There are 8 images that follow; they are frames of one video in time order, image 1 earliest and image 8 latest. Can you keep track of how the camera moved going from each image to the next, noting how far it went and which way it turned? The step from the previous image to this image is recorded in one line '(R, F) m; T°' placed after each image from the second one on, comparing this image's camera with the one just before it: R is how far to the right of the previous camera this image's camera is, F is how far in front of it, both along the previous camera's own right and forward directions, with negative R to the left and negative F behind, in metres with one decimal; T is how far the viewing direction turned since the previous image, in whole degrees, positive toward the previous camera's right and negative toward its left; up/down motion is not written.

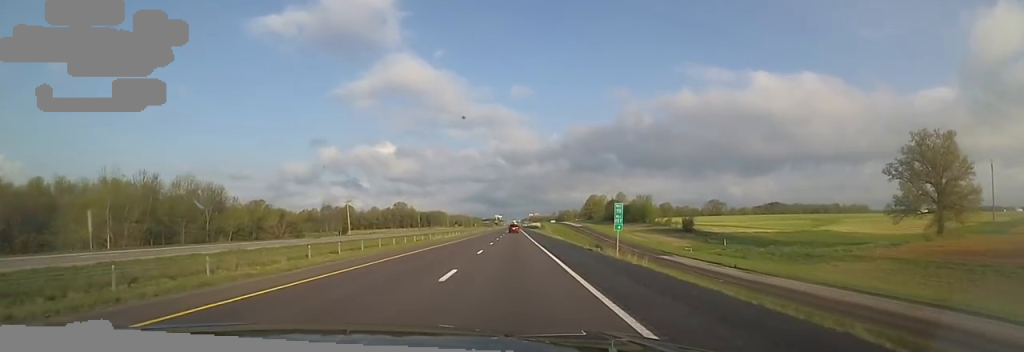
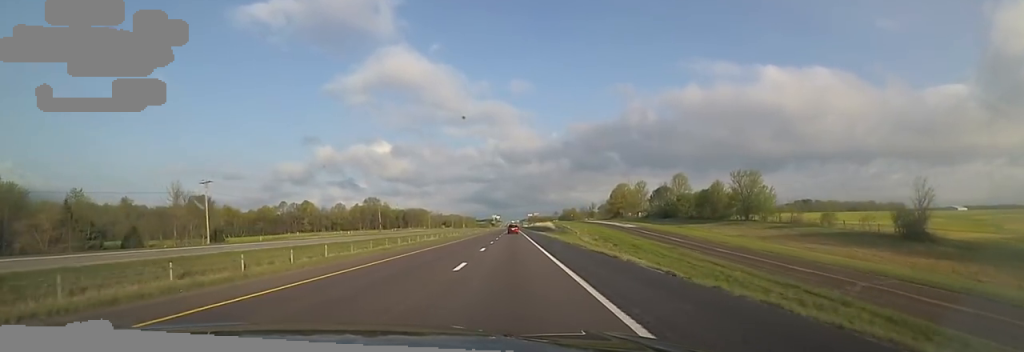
(-0.7, +69.5) m; 0°
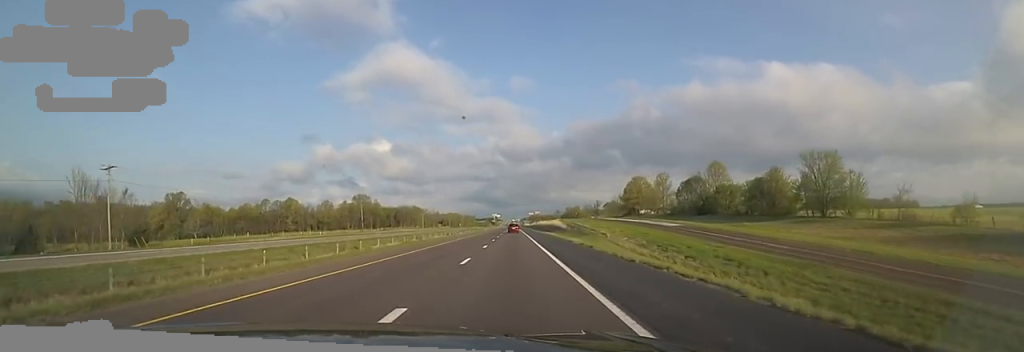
(+0.2, +22.1) m; 0°
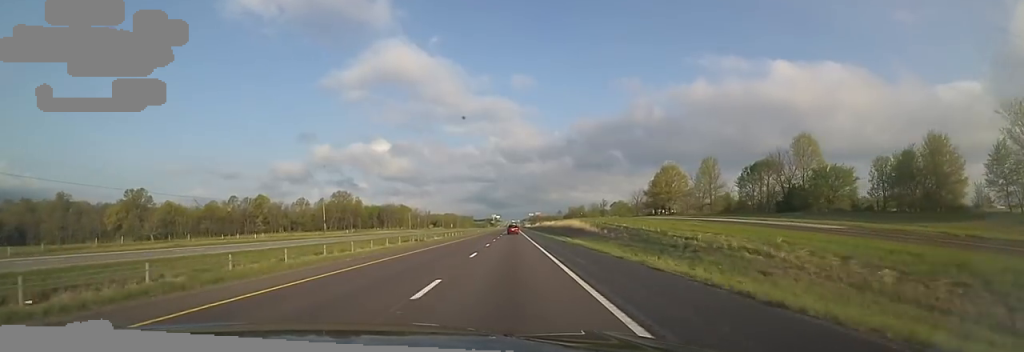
(-0.5, +32.1) m; 0°
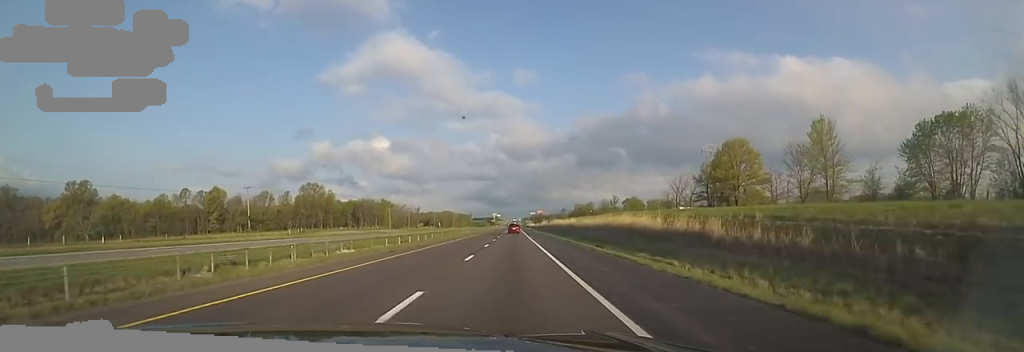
(+0.7, +39.1) m; 0°
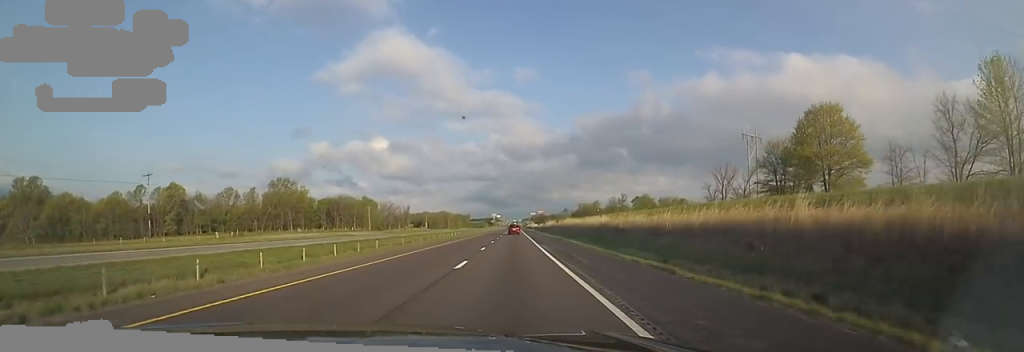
(-0.1, +27.8) m; -1°
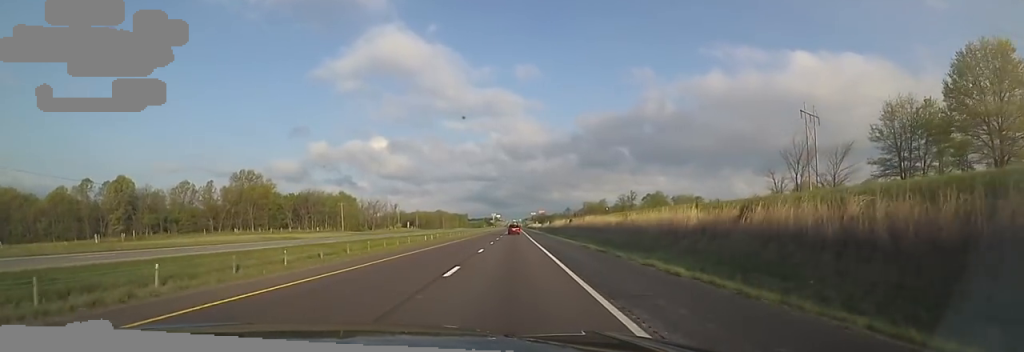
(-0.9, +26.7) m; 0°
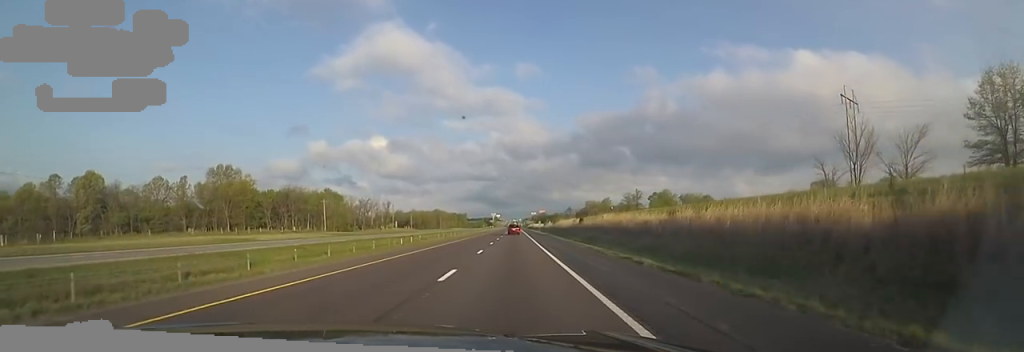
(+0.7, +13.4) m; 0°
